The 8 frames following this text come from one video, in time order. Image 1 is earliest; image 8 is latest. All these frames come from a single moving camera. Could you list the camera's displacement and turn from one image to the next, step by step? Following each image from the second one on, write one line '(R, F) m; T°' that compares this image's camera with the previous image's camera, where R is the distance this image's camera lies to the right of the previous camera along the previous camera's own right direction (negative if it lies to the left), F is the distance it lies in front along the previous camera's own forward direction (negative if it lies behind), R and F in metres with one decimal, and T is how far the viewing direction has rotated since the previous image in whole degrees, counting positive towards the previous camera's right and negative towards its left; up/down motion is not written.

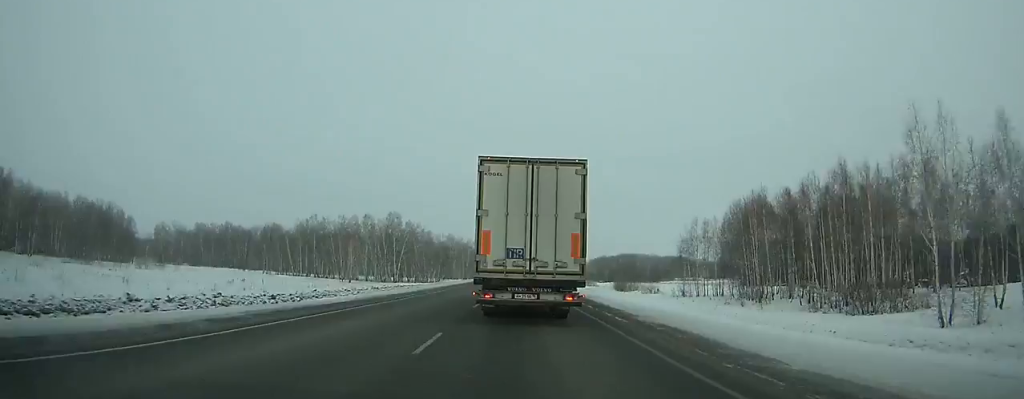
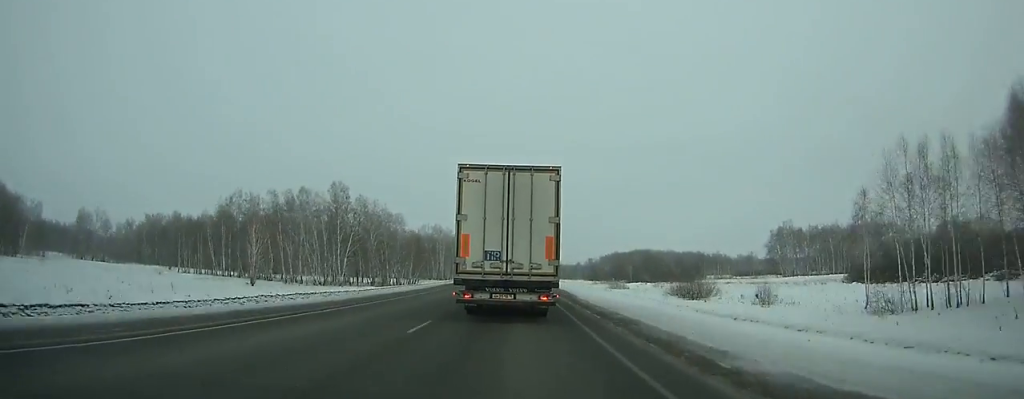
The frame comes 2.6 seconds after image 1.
(-0.1, +56.3) m; -1°
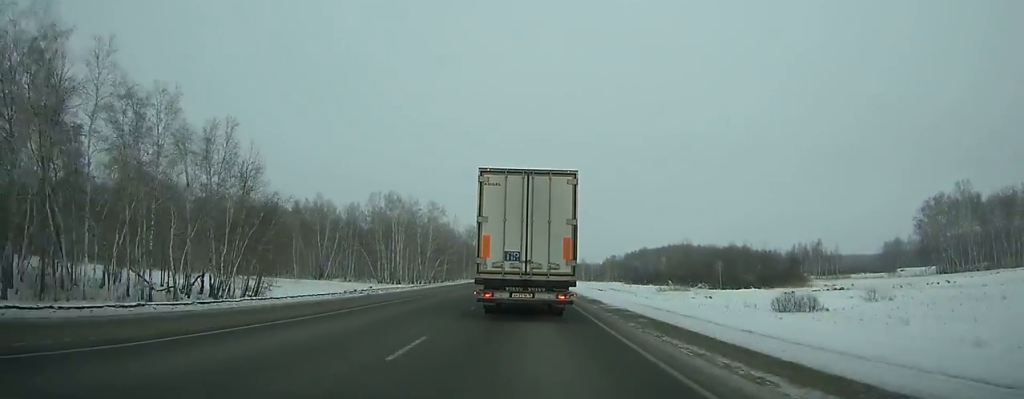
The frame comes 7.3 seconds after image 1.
(-0.9, +99.3) m; -1°
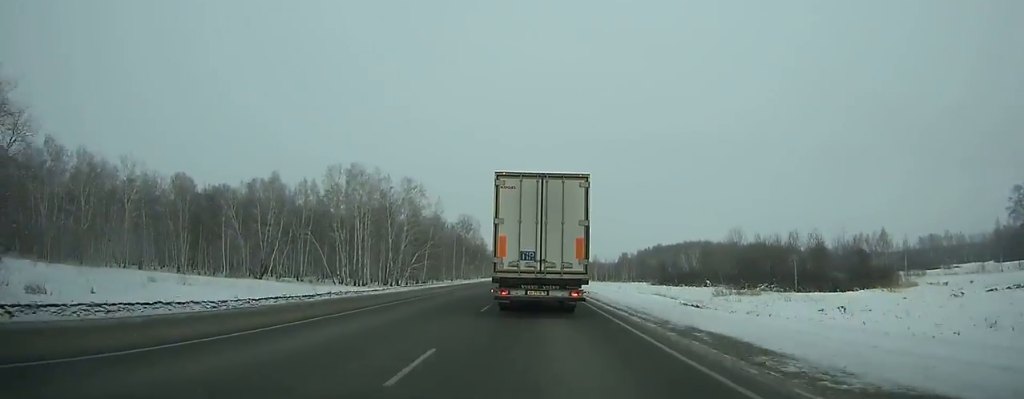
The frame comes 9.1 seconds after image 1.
(-0.1, +38.2) m; 0°
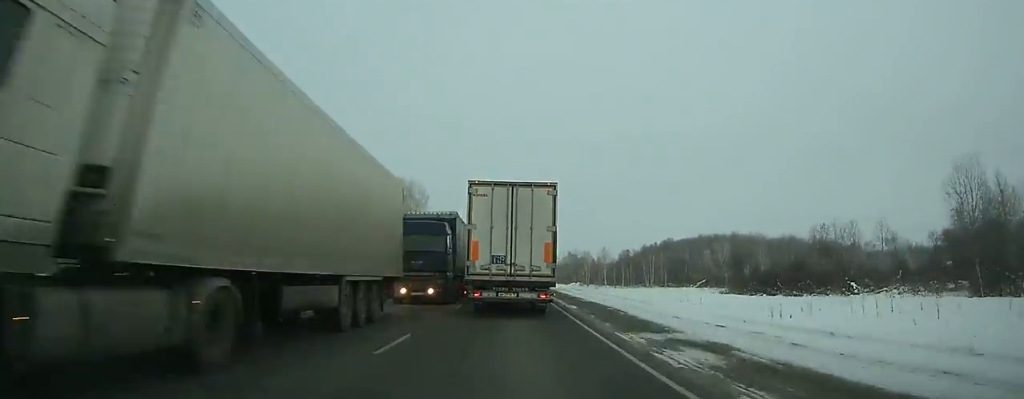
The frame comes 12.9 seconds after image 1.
(+0.2, +81.7) m; 0°
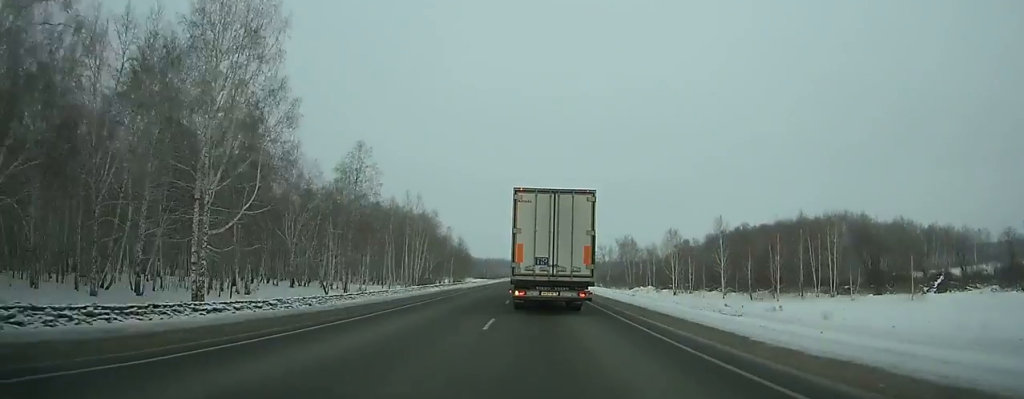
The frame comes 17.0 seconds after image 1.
(-0.7, +91.5) m; 0°
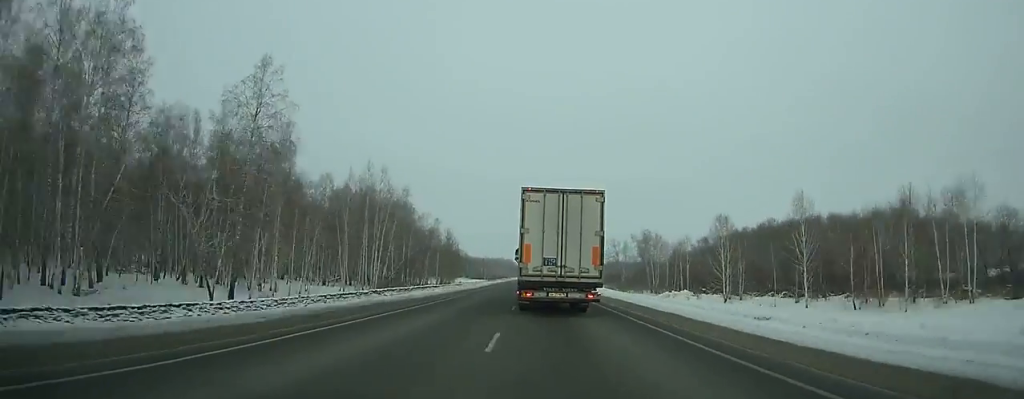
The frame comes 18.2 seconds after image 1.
(+0.2, +27.6) m; 0°
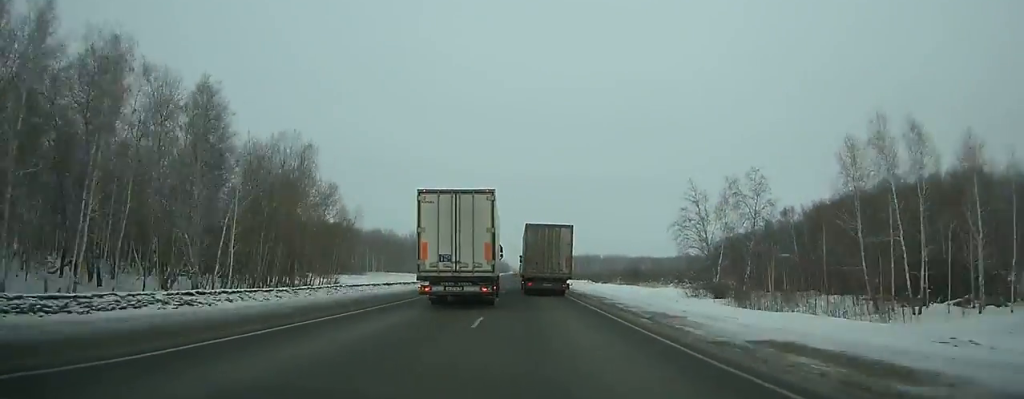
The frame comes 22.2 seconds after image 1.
(+0.9, +93.9) m; 0°
